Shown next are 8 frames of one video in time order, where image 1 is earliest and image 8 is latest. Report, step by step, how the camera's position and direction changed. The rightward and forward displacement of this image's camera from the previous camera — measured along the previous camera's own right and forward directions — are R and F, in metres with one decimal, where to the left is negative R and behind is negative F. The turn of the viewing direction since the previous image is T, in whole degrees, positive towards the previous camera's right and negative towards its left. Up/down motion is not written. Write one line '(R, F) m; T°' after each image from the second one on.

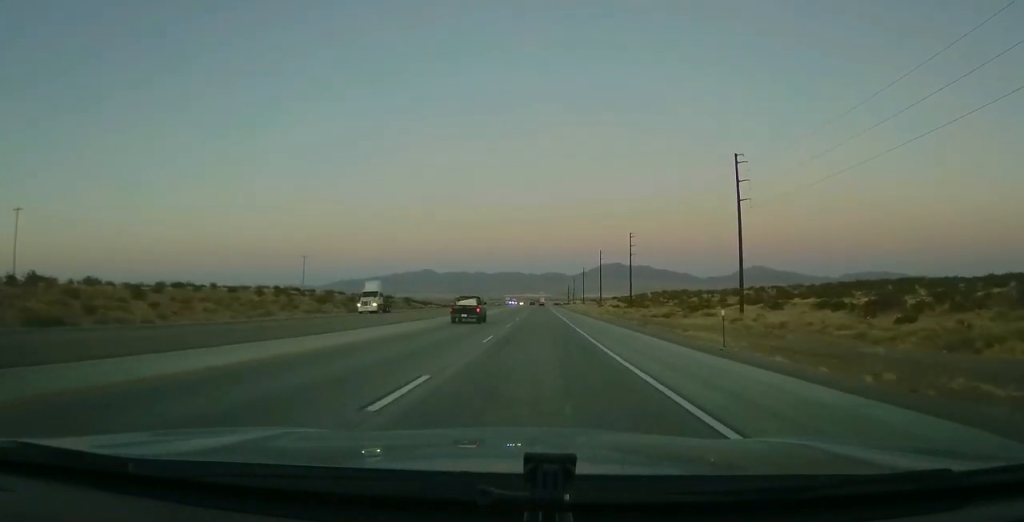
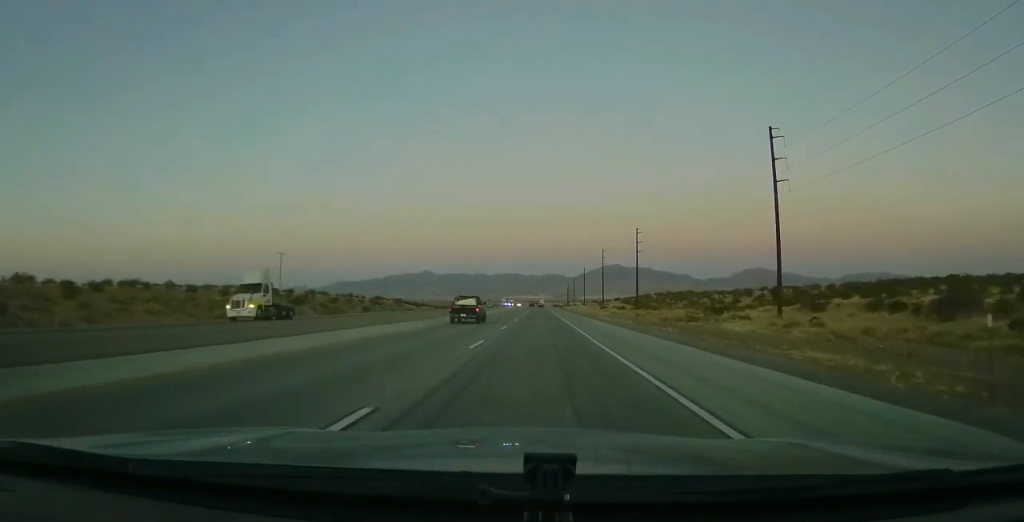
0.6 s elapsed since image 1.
(0.0, +15.5) m; 0°
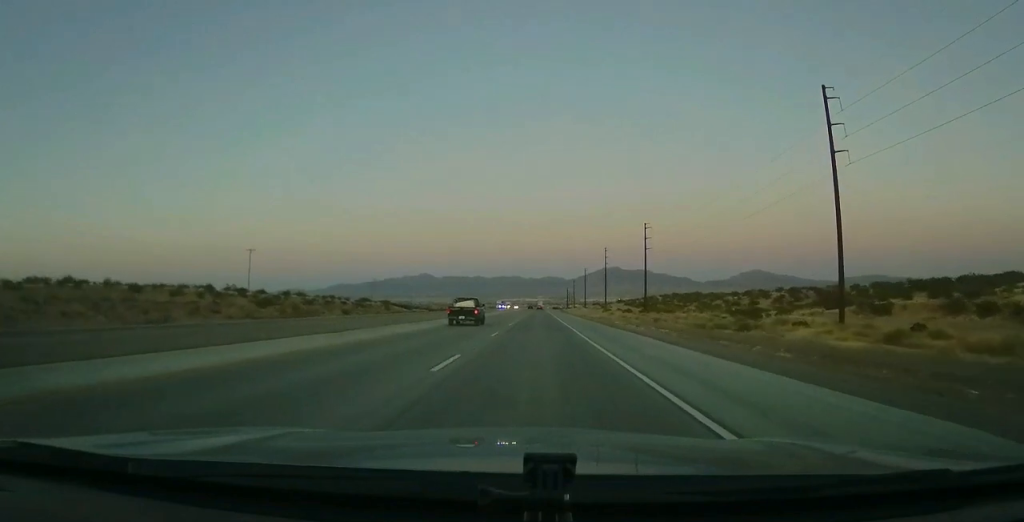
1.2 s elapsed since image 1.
(-0.3, +17.3) m; 0°
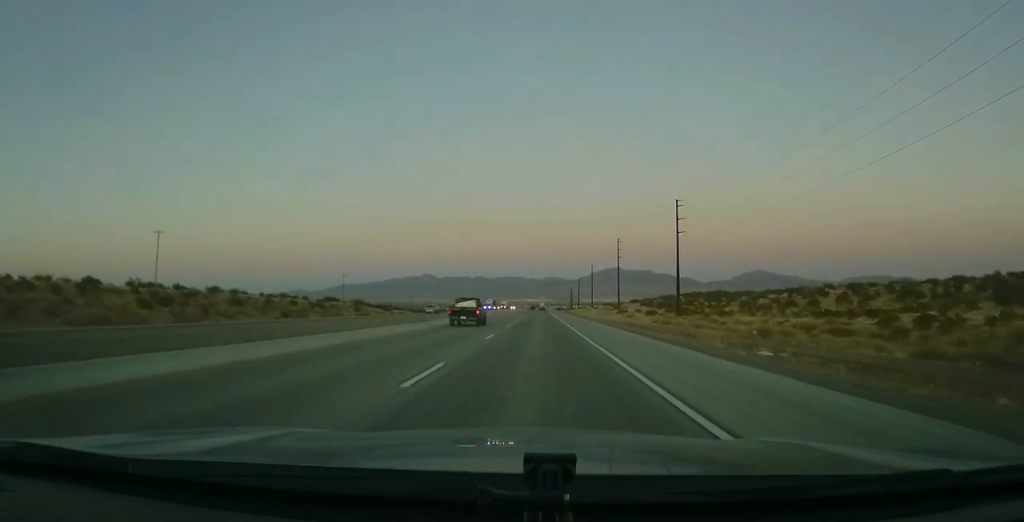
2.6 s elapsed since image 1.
(+0.5, +38.3) m; 0°
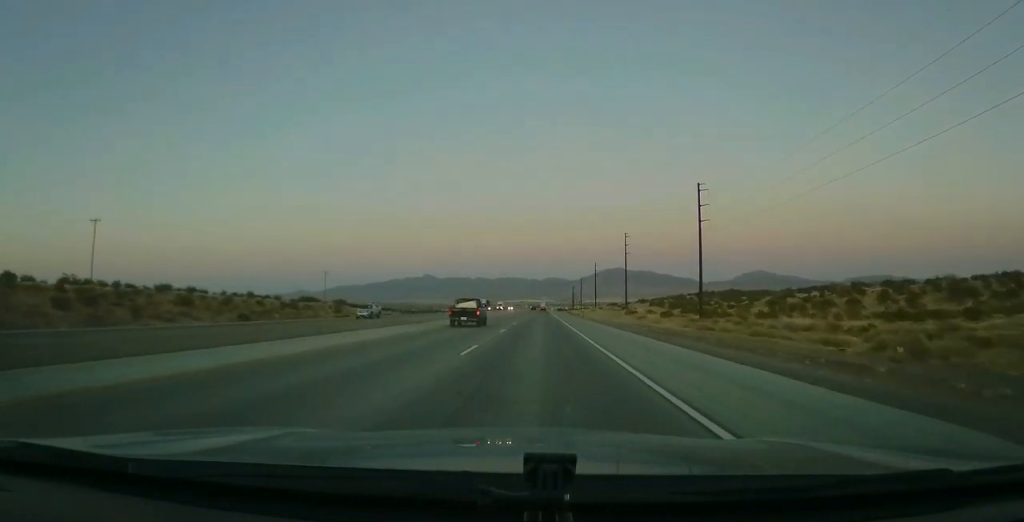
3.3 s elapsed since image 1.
(0.0, +18.3) m; -1°
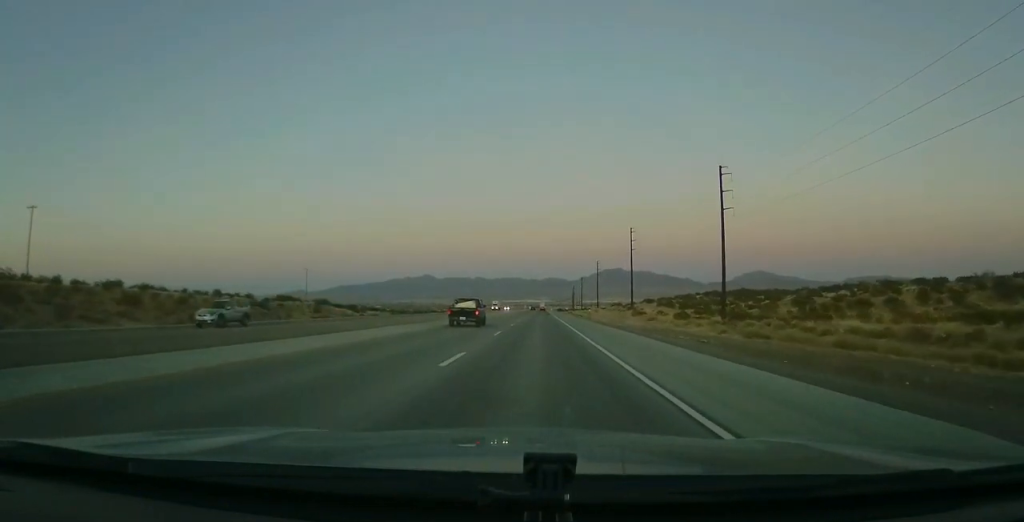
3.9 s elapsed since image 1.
(-0.3, +14.8) m; 0°
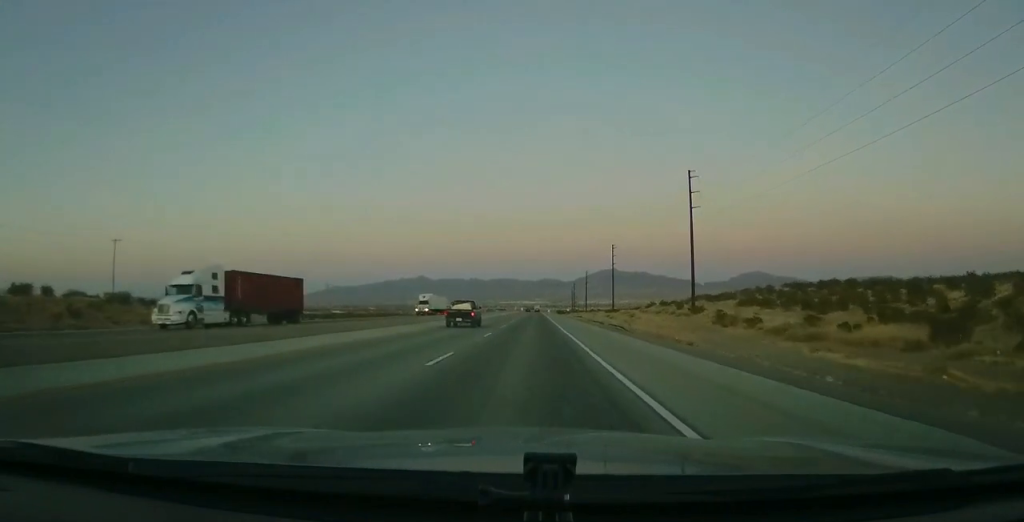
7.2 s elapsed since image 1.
(+1.2, +85.0) m; +1°
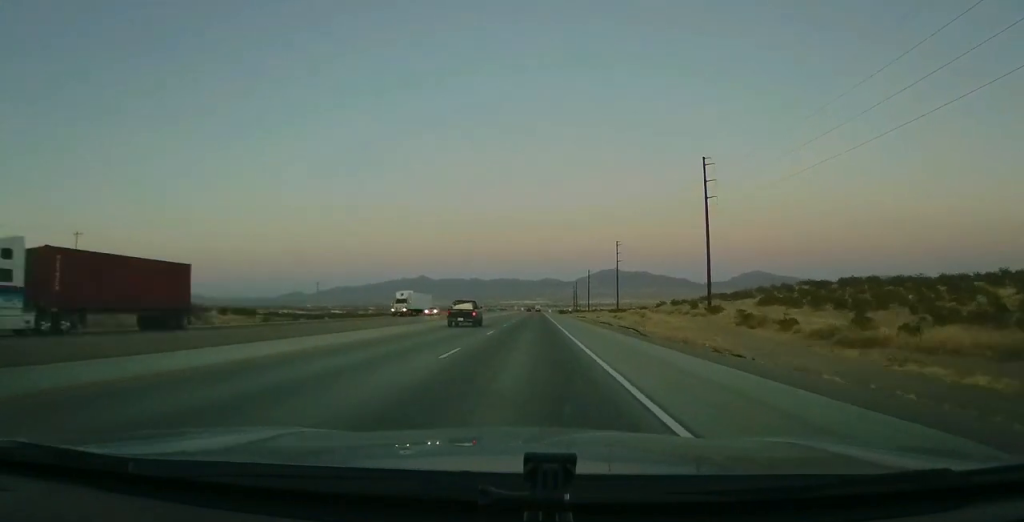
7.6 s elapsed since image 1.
(-0.1, +10.3) m; 0°
